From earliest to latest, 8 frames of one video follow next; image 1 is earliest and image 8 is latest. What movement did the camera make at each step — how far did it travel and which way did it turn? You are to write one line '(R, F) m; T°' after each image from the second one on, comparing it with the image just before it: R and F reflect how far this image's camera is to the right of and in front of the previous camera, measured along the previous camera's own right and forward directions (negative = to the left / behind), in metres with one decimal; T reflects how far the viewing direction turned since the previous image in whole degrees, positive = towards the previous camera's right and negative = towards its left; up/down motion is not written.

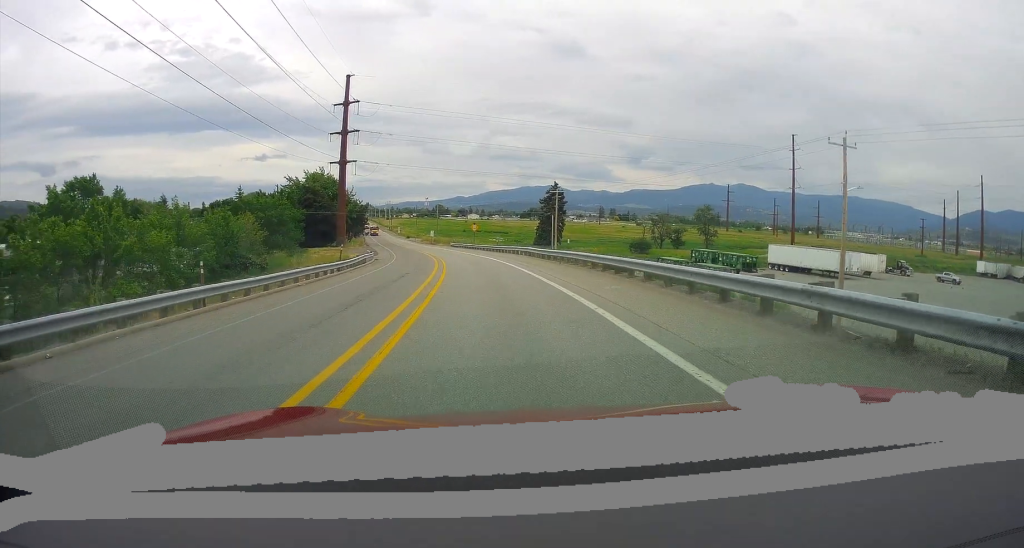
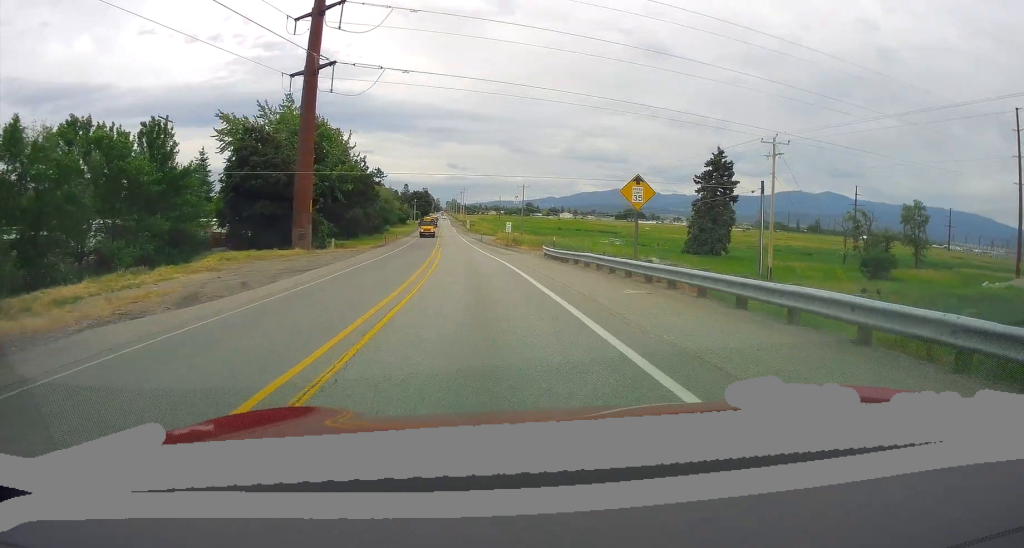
(-5.5, +59.5) m; -10°
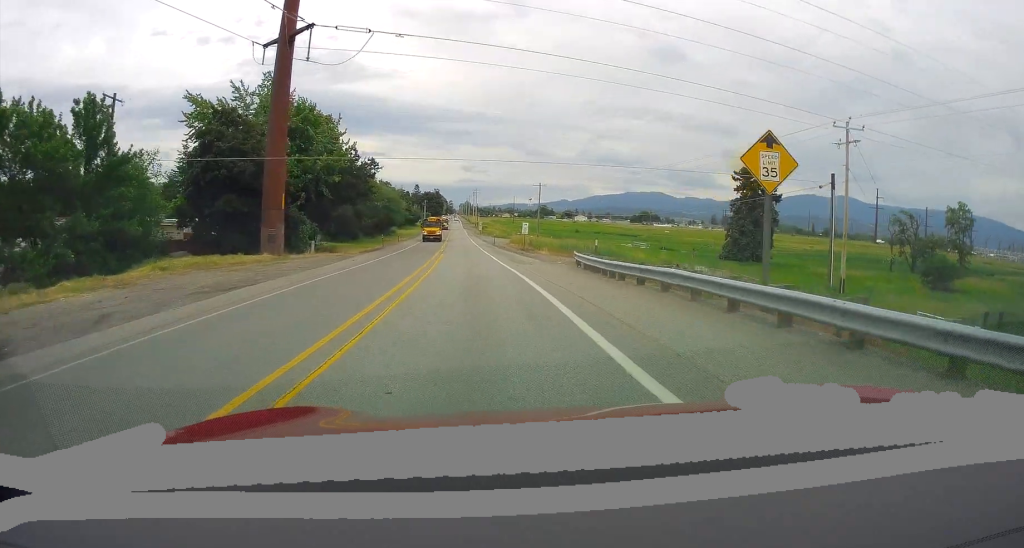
(-0.2, +9.6) m; -1°
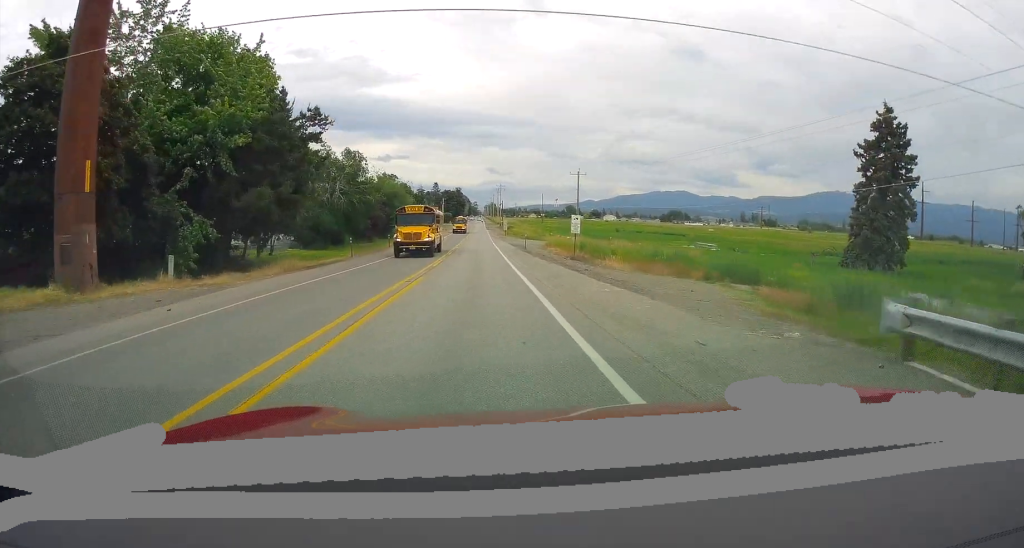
(-0.2, +23.2) m; -3°
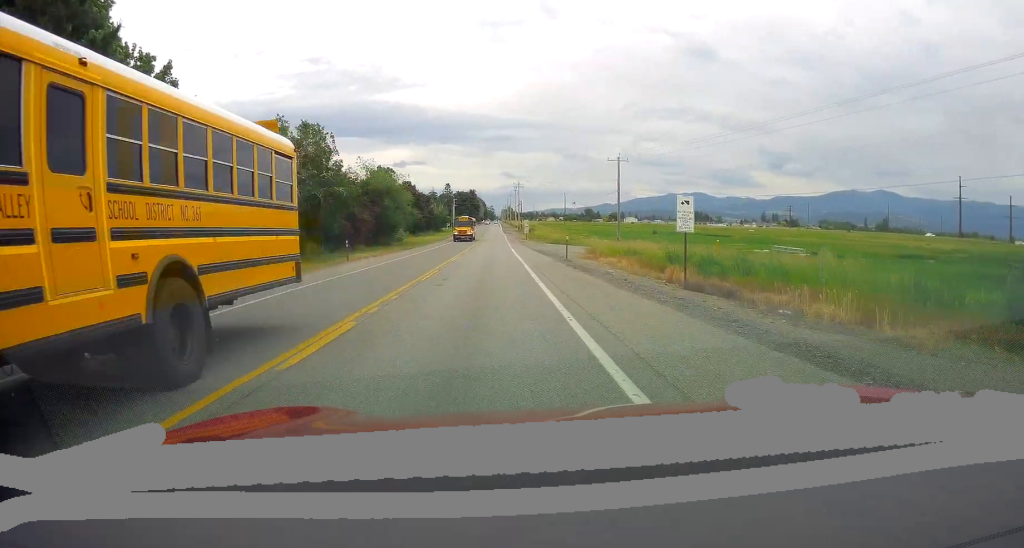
(-0.9, +21.1) m; -3°
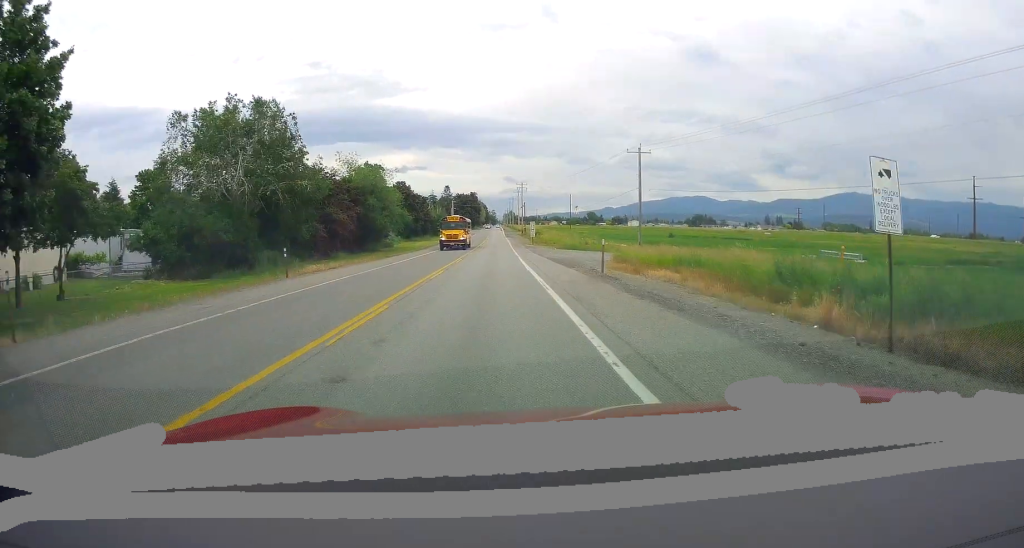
(-0.1, +10.9) m; -1°
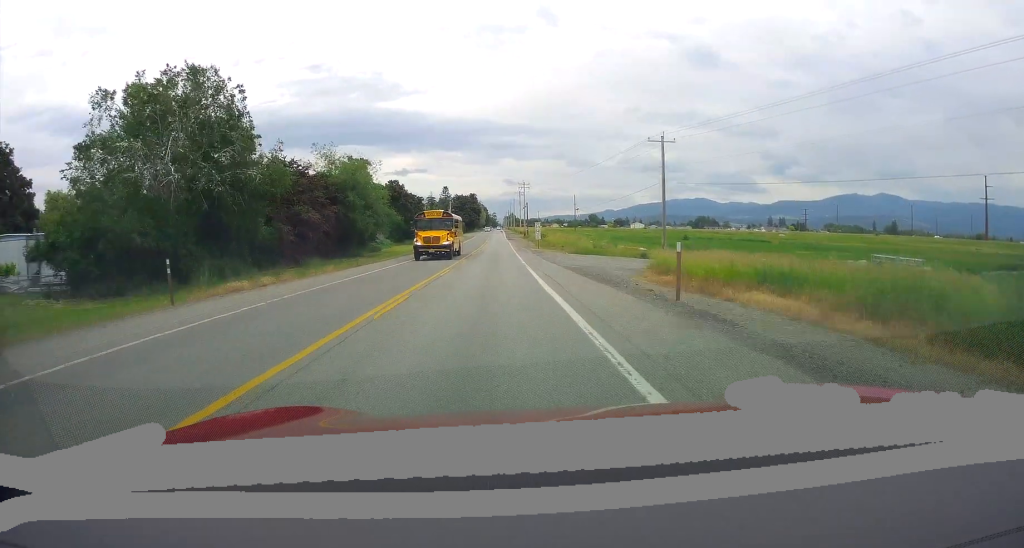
(0.0, +9.2) m; 0°
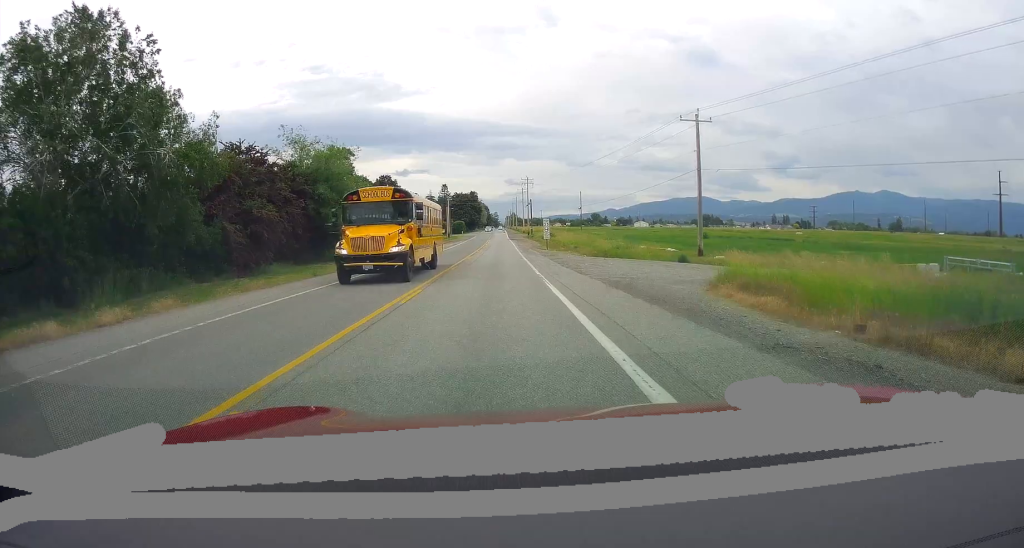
(0.0, +10.0) m; 0°
